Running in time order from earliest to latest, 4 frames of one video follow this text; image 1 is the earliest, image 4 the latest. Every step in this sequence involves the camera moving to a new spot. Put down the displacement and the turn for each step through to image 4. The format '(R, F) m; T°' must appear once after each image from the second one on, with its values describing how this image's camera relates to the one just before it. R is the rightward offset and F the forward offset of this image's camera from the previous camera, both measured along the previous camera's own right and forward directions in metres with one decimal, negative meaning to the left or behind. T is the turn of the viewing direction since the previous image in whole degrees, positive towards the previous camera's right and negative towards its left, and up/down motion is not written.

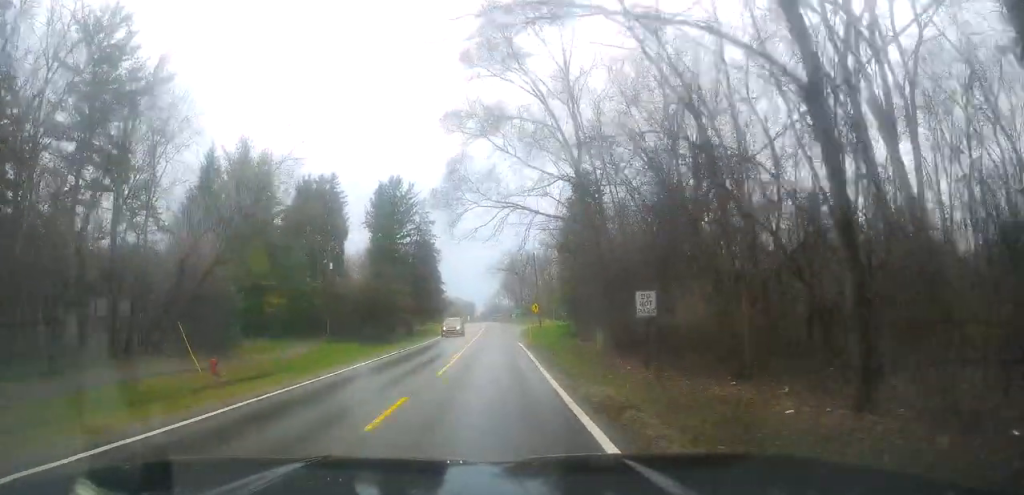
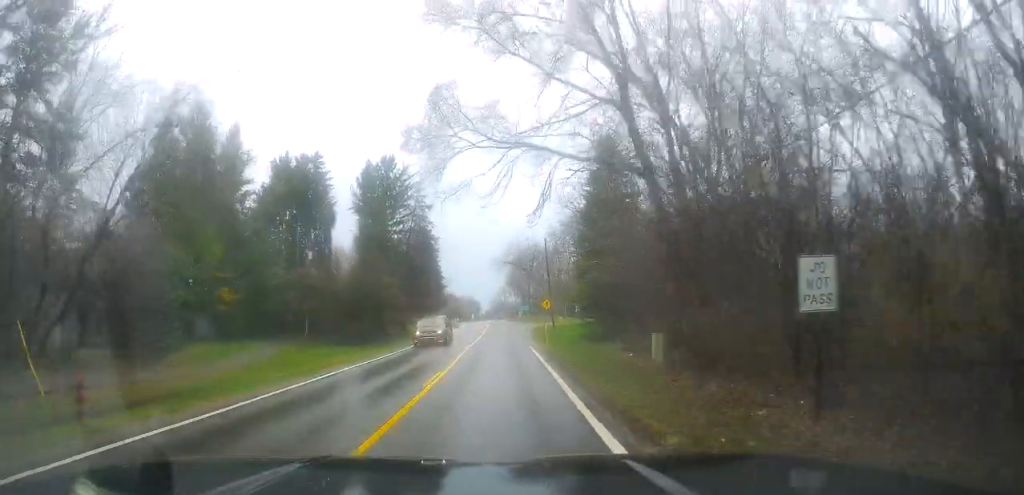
(-0.2, +9.5) m; -1°
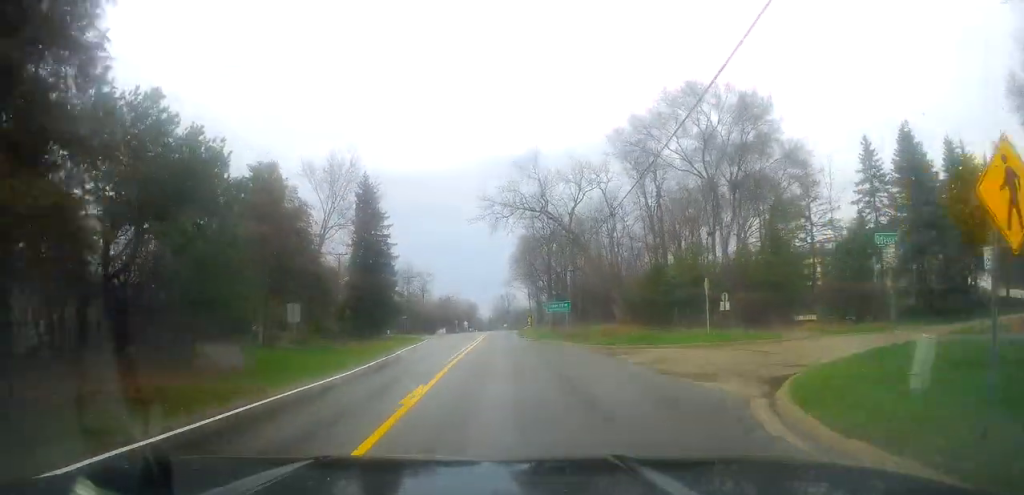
(+0.4, +63.2) m; 0°
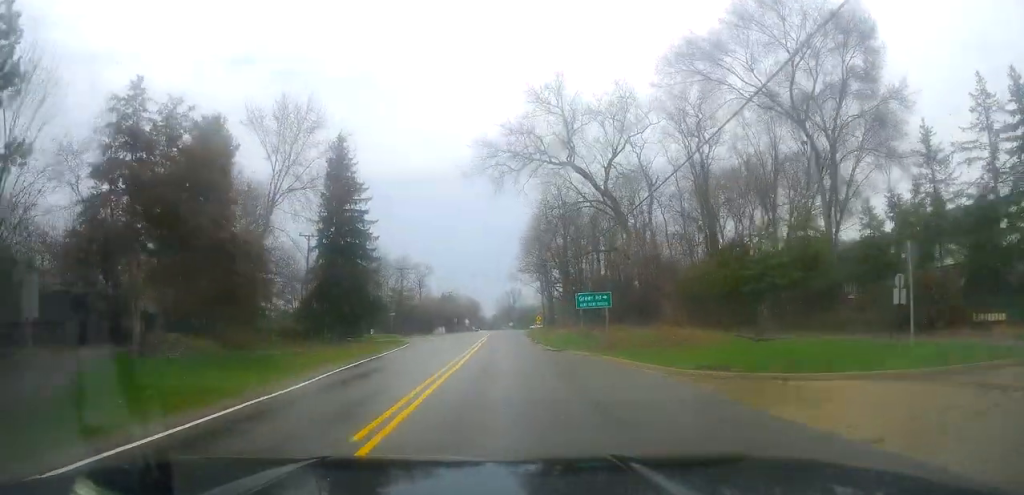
(-0.4, +15.8) m; -1°
